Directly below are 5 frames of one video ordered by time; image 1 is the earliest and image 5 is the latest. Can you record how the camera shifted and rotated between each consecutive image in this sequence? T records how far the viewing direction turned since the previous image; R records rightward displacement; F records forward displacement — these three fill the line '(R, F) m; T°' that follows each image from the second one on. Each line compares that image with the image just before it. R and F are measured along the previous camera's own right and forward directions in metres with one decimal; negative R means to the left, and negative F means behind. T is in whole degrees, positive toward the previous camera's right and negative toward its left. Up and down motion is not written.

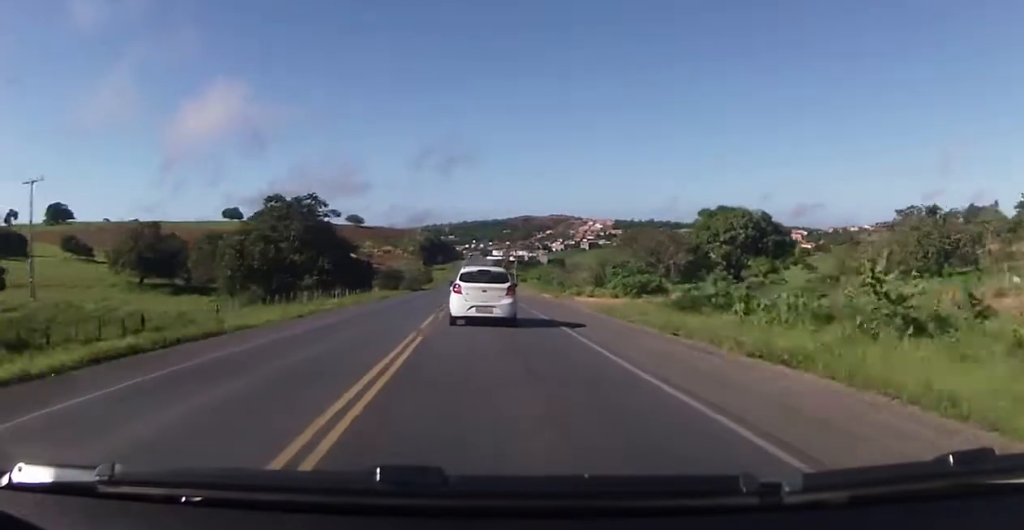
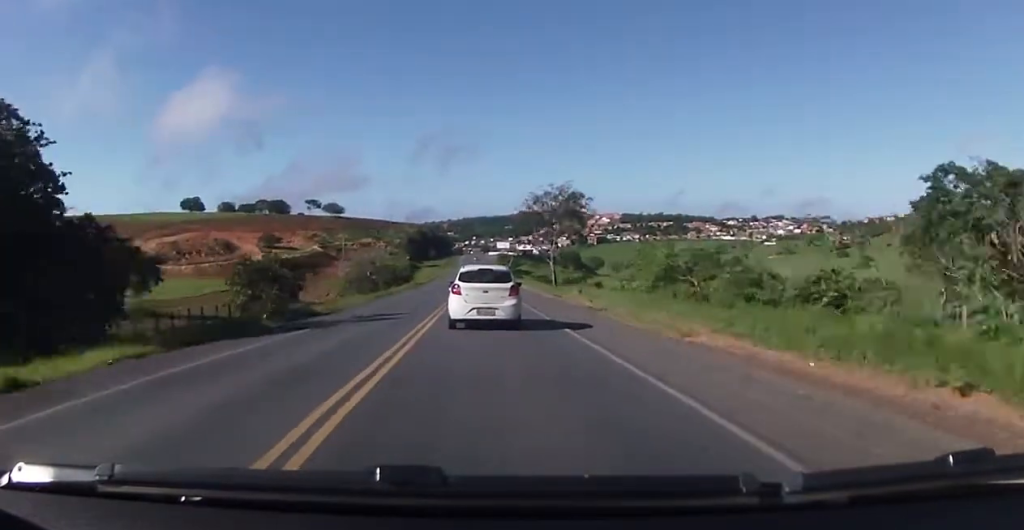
(+1.1, +64.2) m; +3°
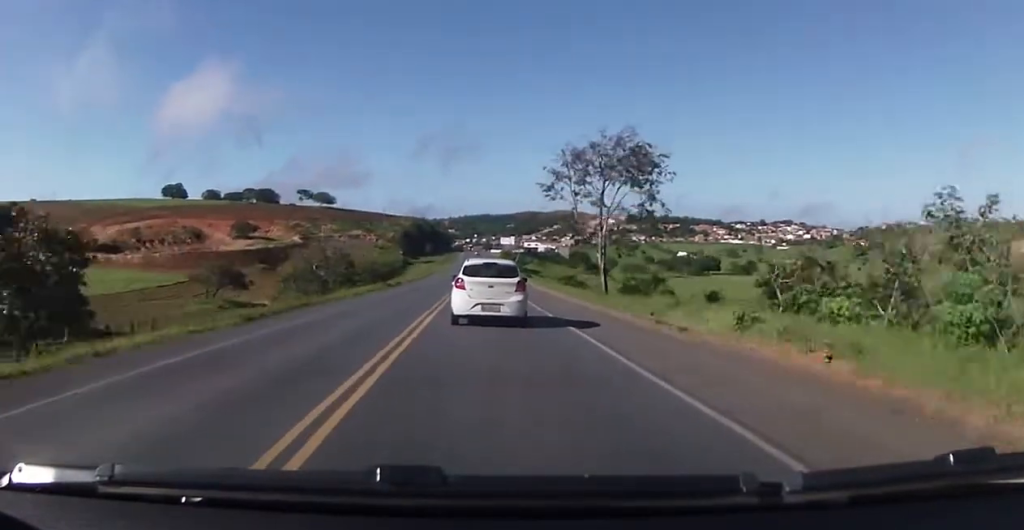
(+0.3, +26.7) m; -3°
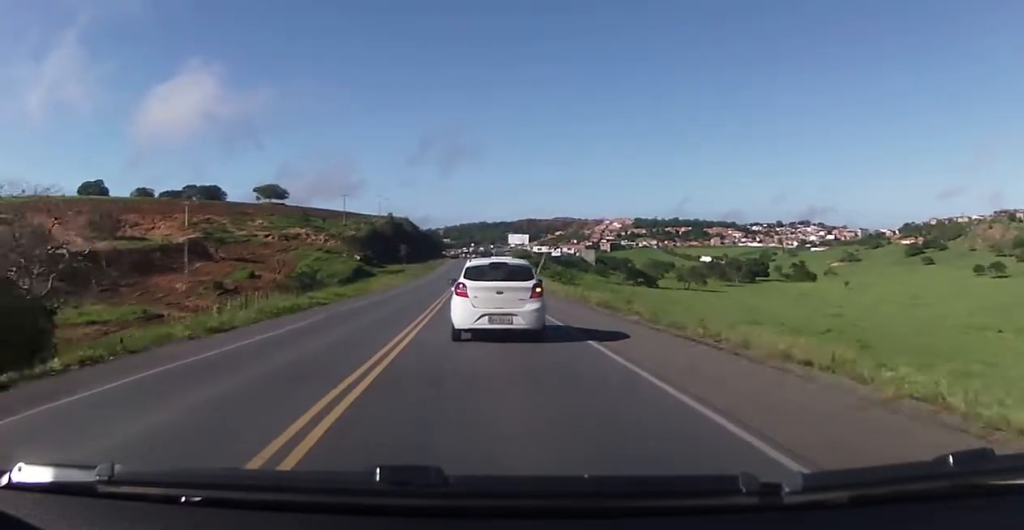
(-0.9, +77.2) m; +3°
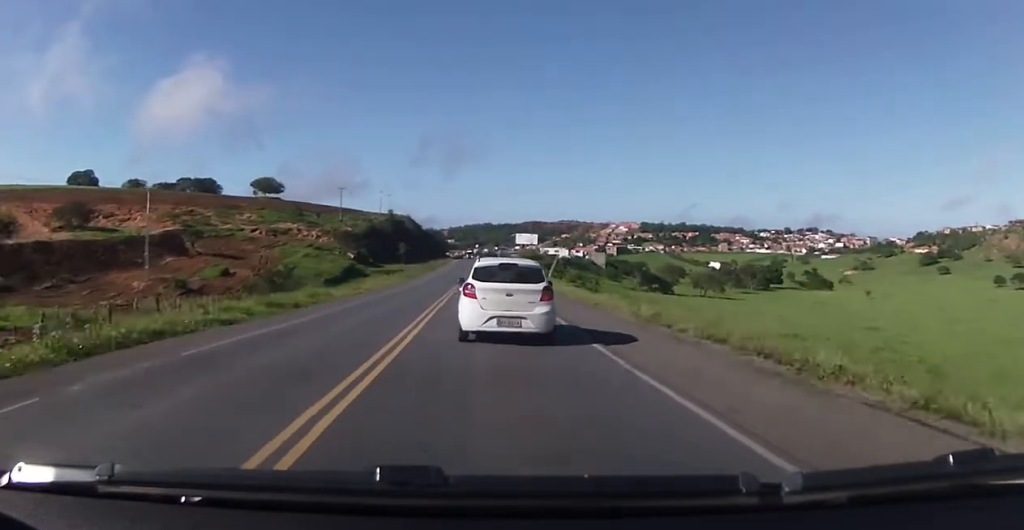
(+0.4, +12.5) m; 0°
